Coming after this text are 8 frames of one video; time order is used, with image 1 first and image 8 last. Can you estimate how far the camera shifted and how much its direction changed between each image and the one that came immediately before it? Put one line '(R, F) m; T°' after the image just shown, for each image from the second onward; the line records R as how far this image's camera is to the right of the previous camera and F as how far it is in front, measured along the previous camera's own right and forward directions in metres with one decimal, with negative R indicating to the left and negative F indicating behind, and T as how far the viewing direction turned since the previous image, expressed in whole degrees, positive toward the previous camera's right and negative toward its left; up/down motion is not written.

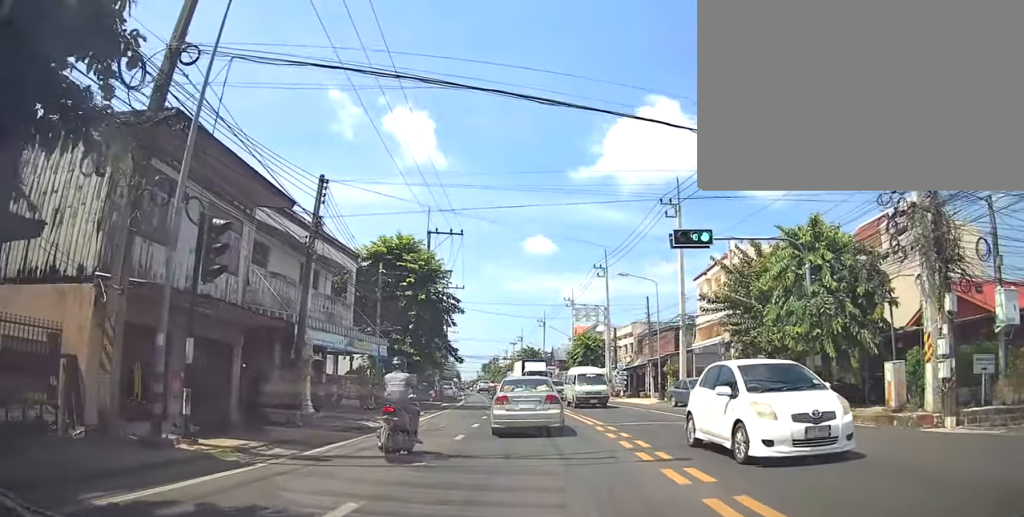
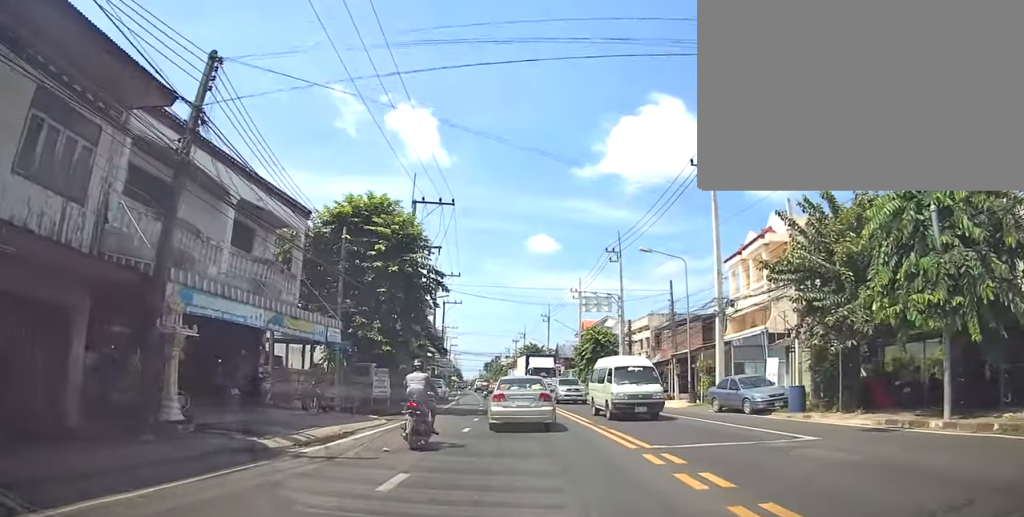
(+0.2, +5.7) m; +11°
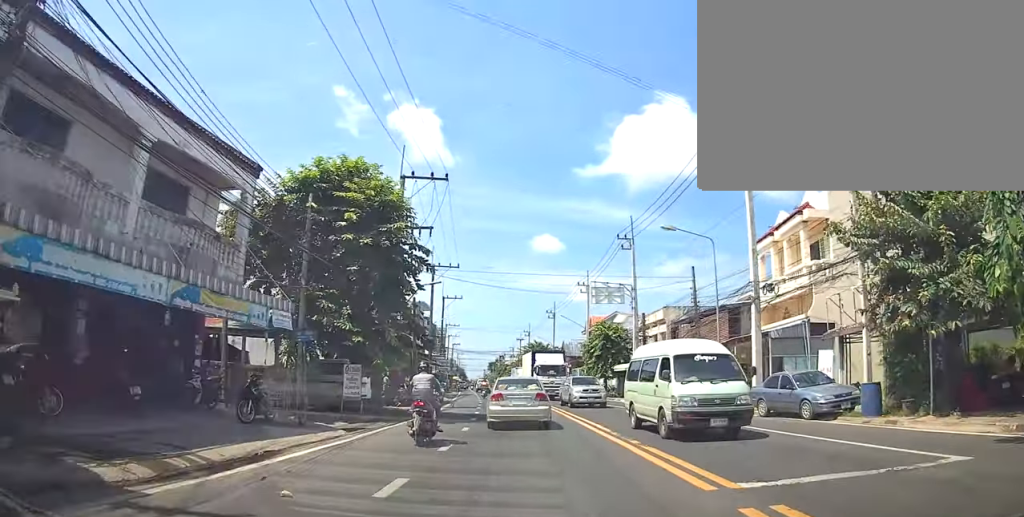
(+0.6, +3.8) m; +6°
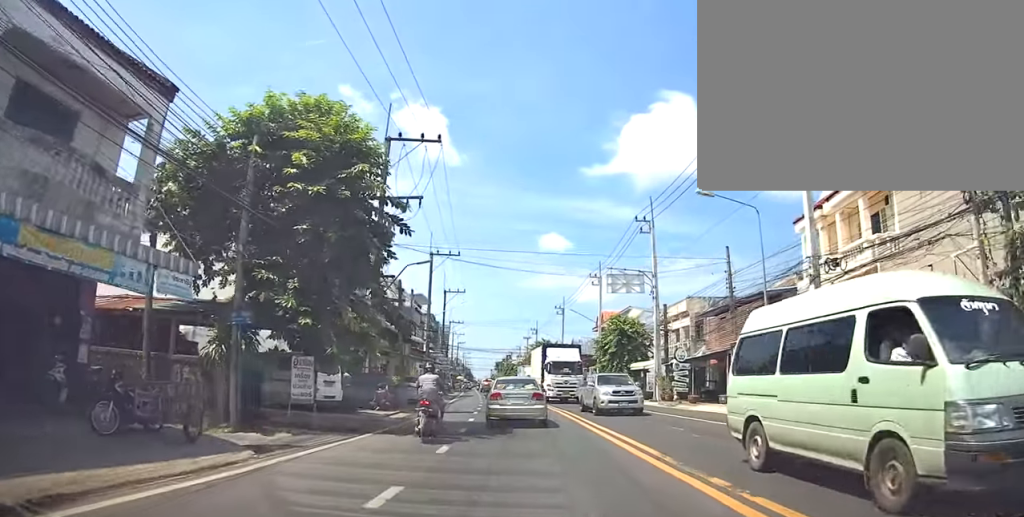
(+0.2, +4.4) m; +3°
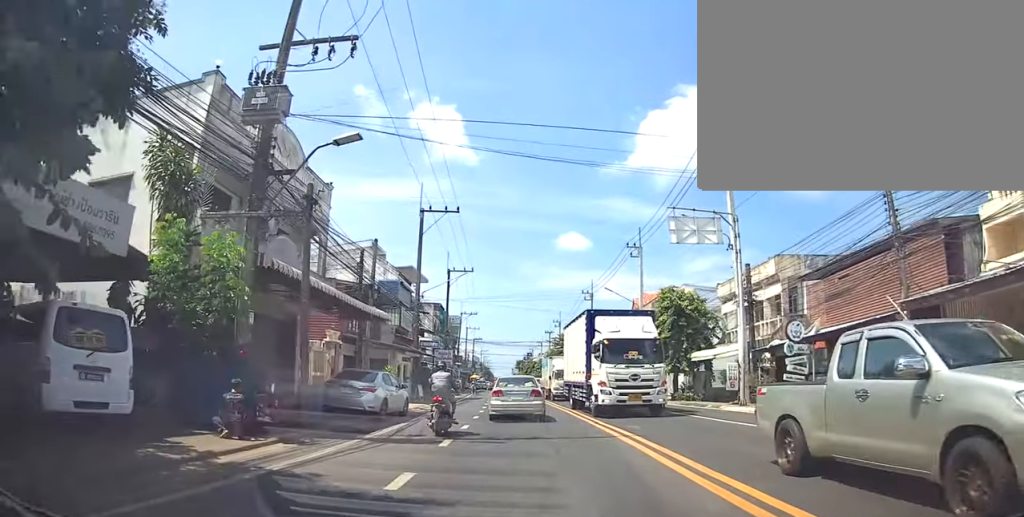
(+0.1, +11.2) m; +2°
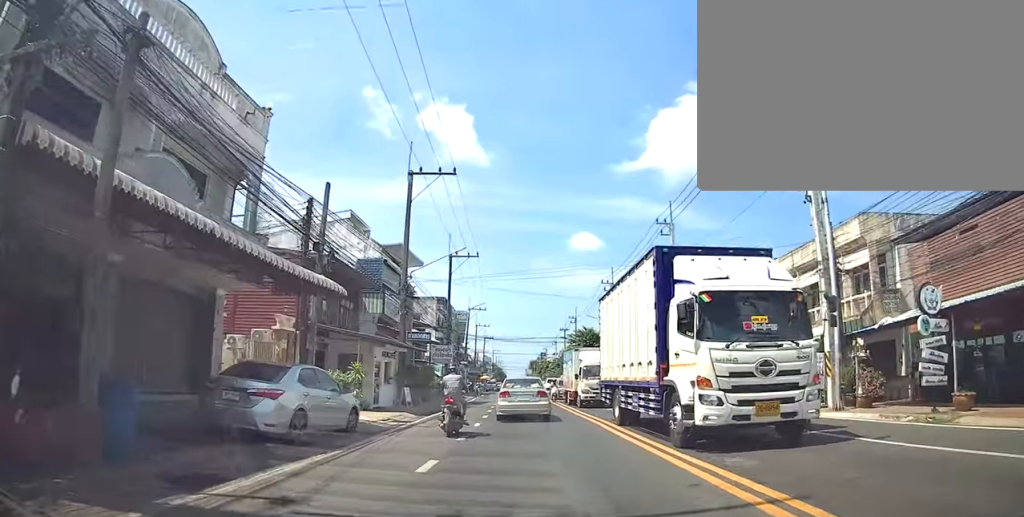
(+0.1, +6.7) m; +1°
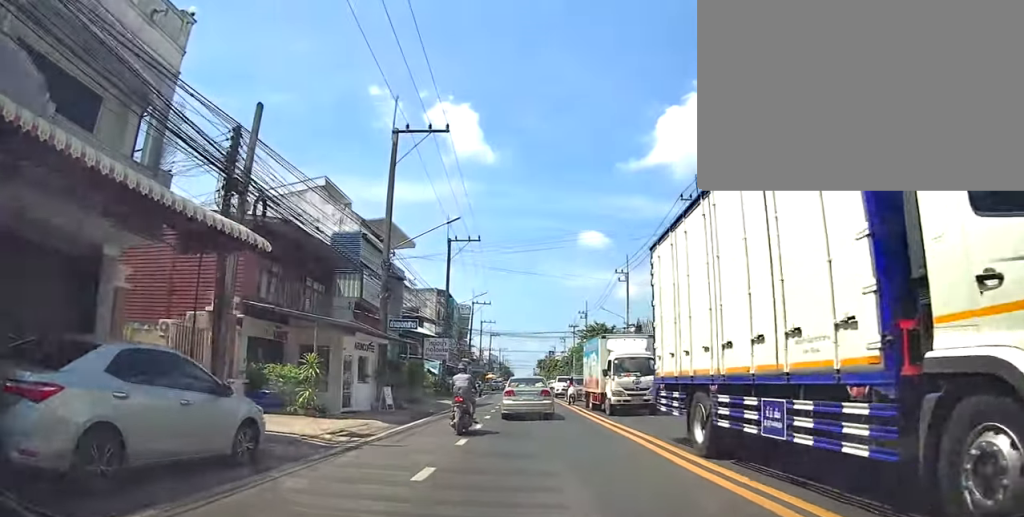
(0.0, +5.0) m; 0°
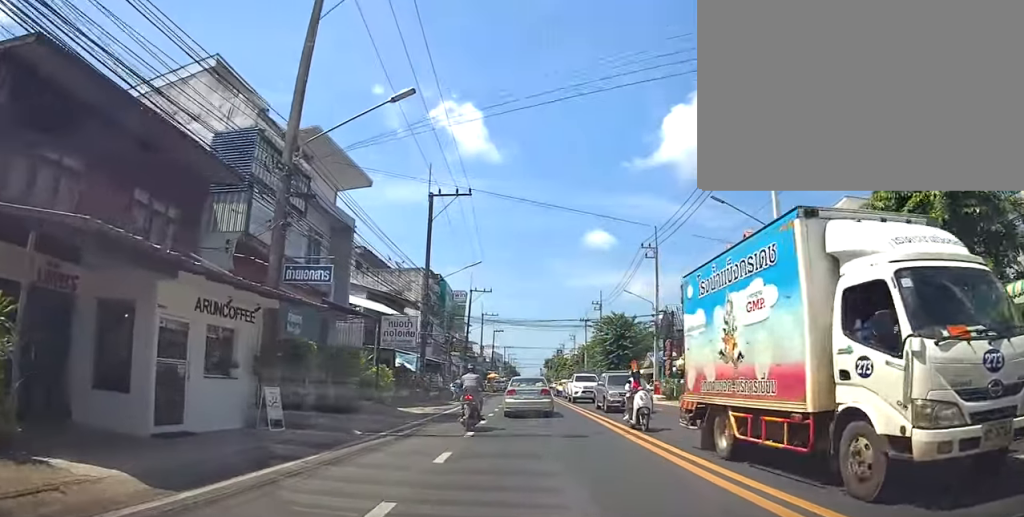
(-0.3, +10.6) m; -5°
